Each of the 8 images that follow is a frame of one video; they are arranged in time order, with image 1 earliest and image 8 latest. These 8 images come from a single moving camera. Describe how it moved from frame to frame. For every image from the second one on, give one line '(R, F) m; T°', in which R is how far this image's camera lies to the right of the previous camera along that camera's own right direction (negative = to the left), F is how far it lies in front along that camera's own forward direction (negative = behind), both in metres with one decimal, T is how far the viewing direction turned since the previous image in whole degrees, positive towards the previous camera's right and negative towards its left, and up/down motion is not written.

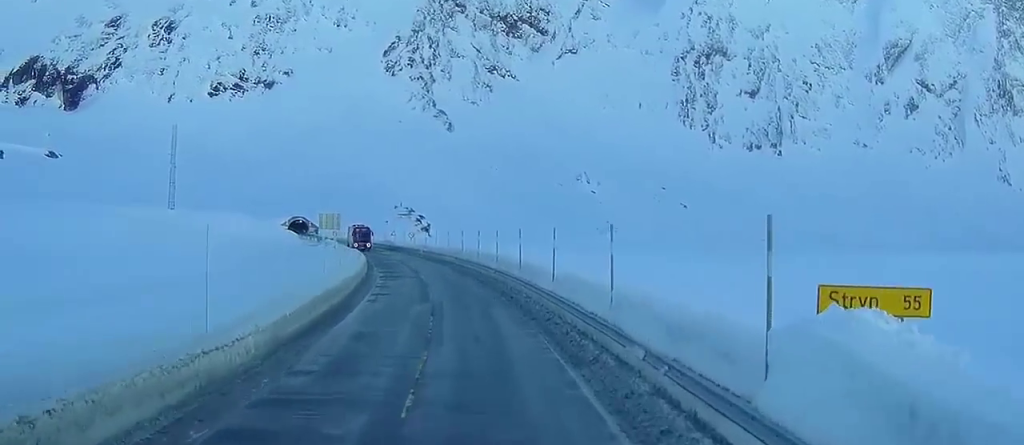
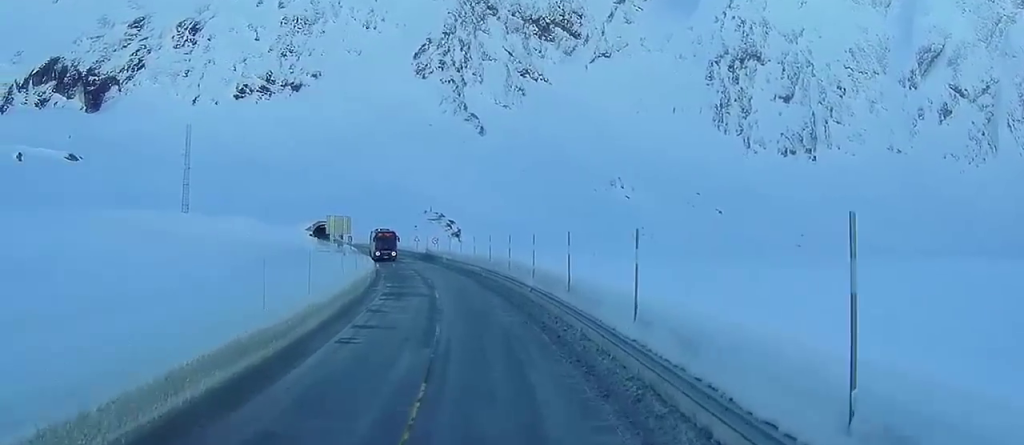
(-0.1, +14.3) m; -1°
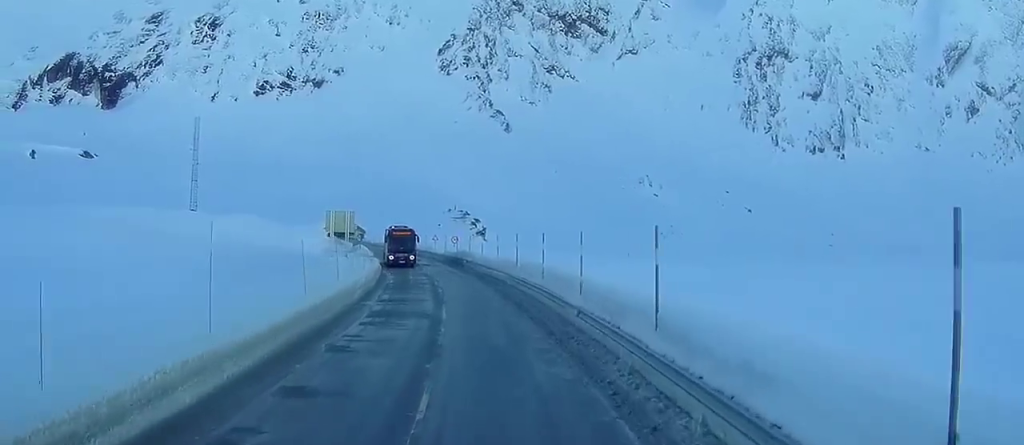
(-0.2, +13.6) m; -1°
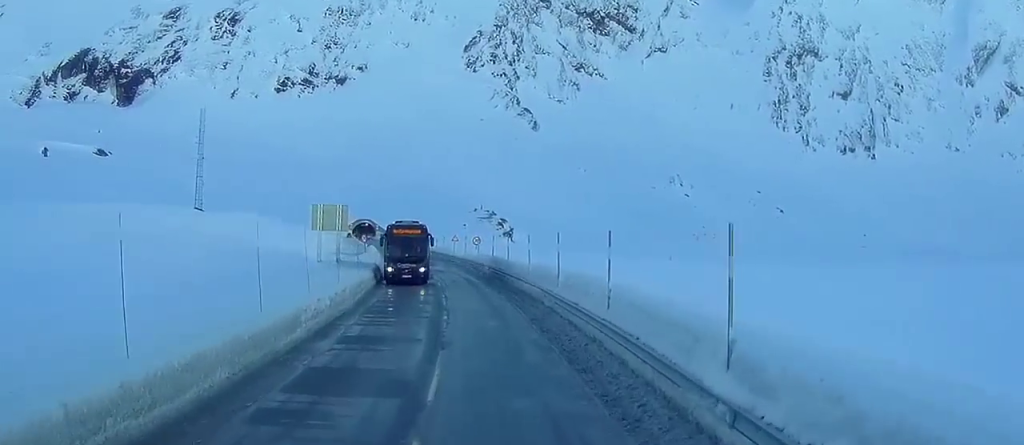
(-0.2, +16.7) m; -2°
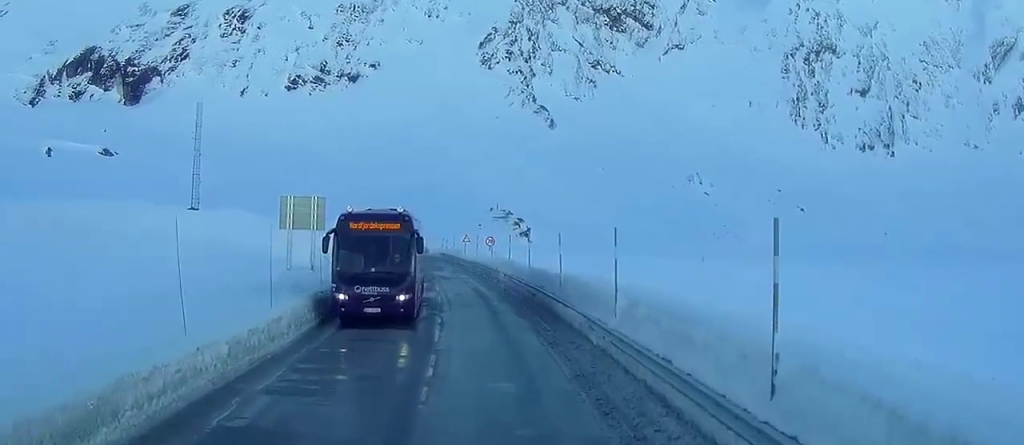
(-0.1, +13.8) m; -2°
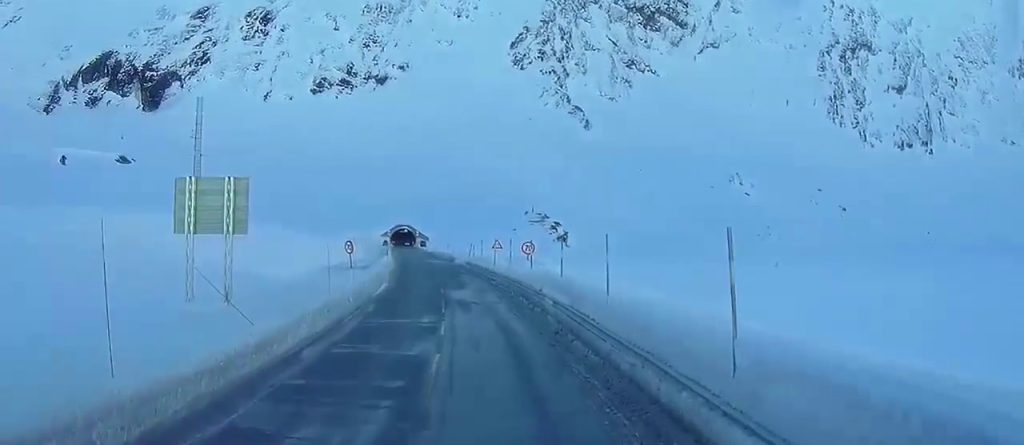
(-0.5, +21.6) m; -2°
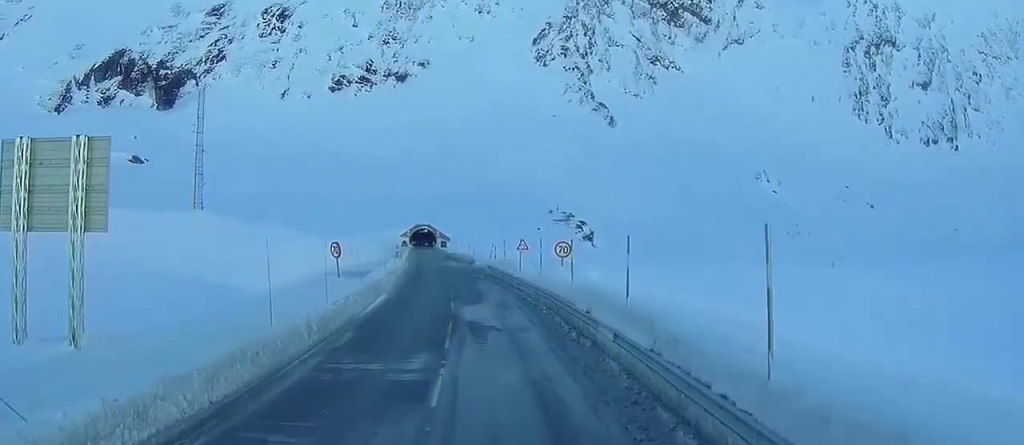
(-0.1, +12.8) m; -1°
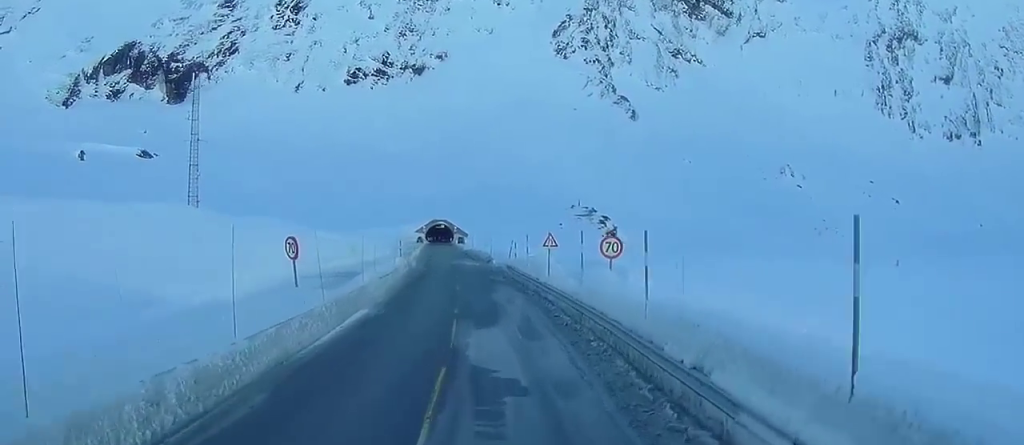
(-0.1, +14.0) m; -1°
